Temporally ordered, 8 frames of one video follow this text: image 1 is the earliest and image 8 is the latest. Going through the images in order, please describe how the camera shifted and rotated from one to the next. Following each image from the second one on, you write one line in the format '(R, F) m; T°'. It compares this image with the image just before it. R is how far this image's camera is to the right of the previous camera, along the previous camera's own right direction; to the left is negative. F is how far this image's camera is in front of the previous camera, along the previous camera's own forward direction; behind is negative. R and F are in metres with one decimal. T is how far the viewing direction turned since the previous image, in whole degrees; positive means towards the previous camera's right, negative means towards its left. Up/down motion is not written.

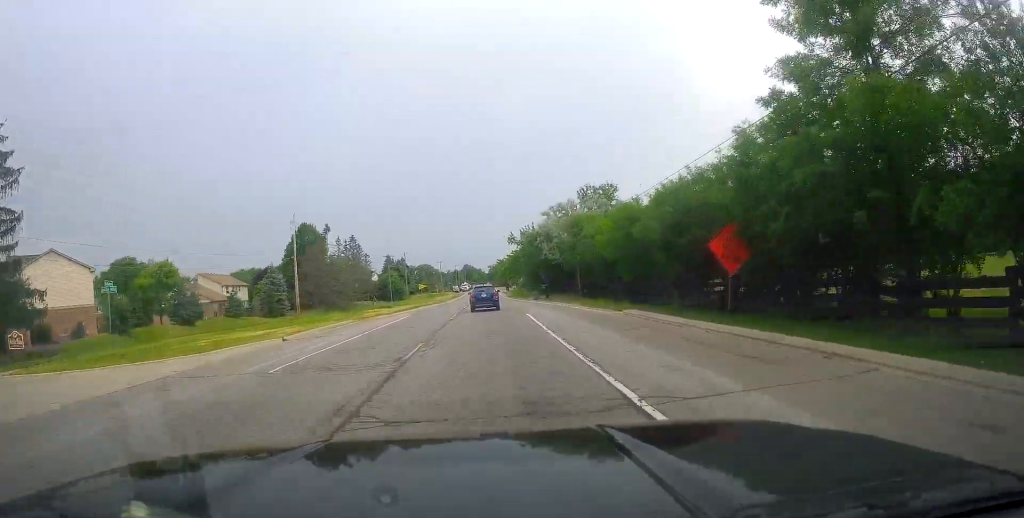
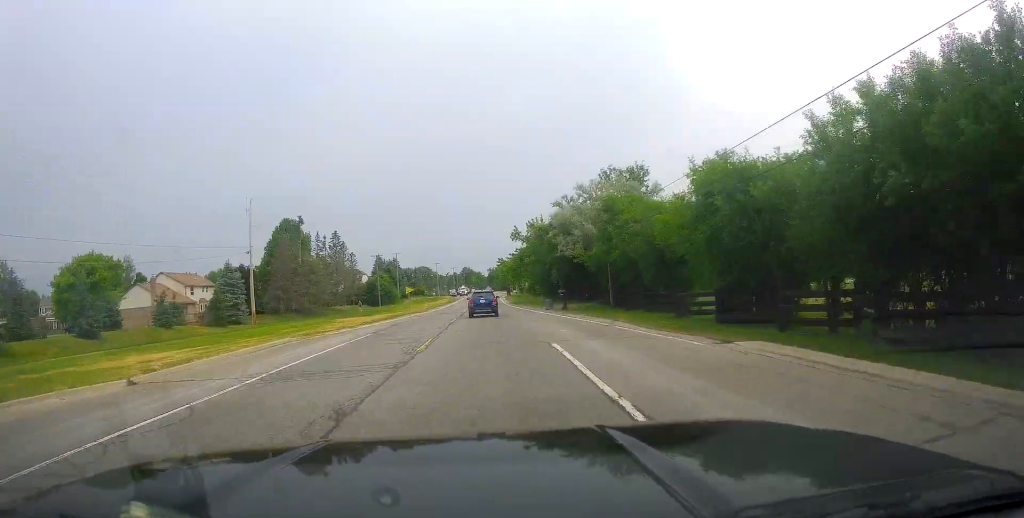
(-0.2, +13.0) m; 0°
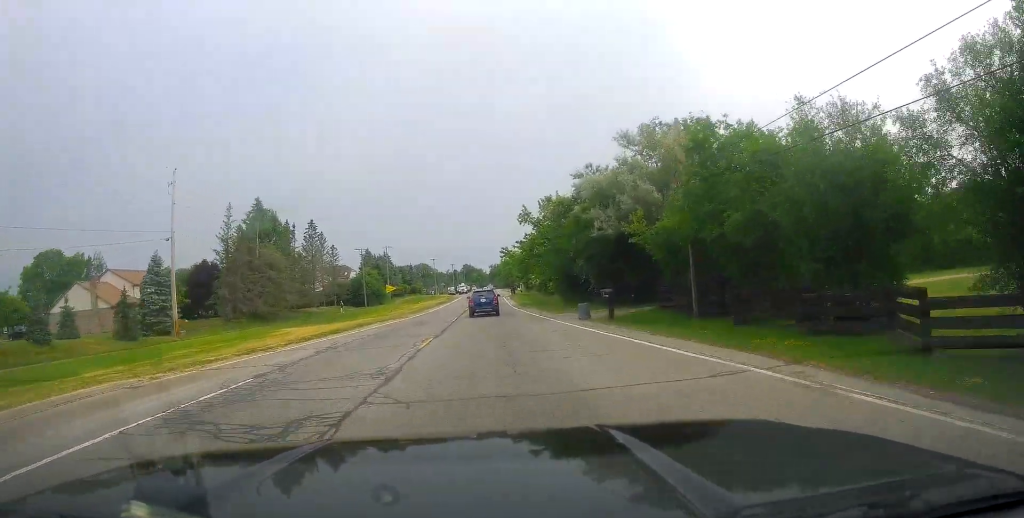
(0.0, +14.9) m; 0°
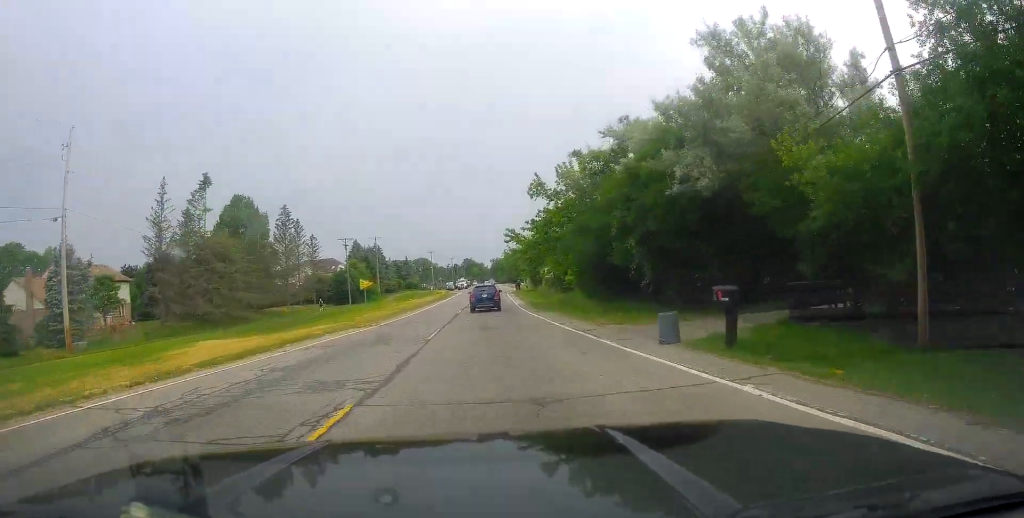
(+0.2, +12.5) m; -1°
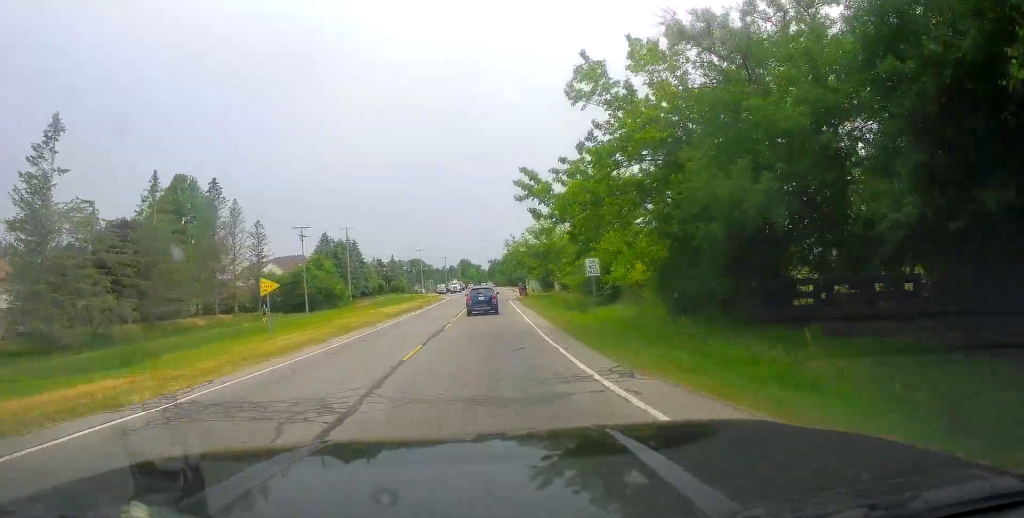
(-0.5, +20.9) m; 0°
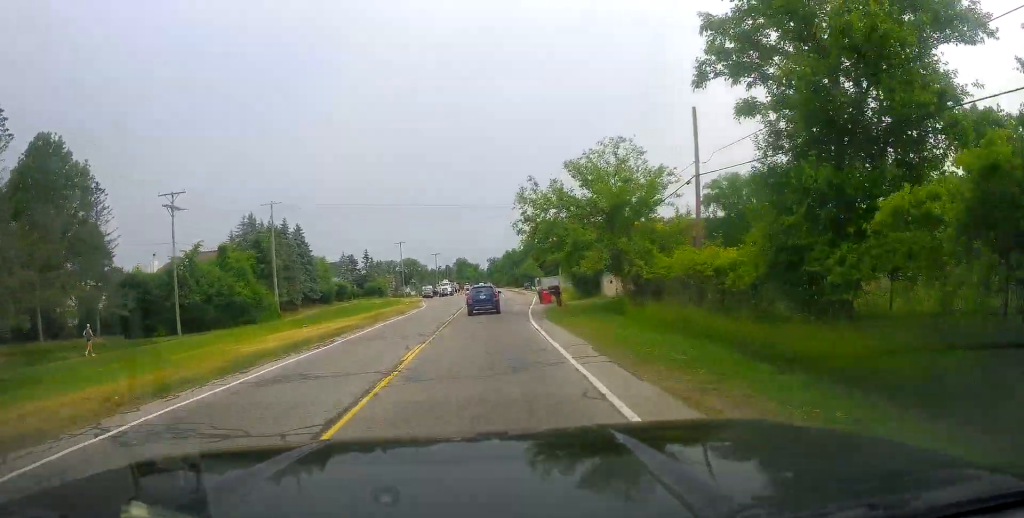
(+1.0, +31.2) m; 0°
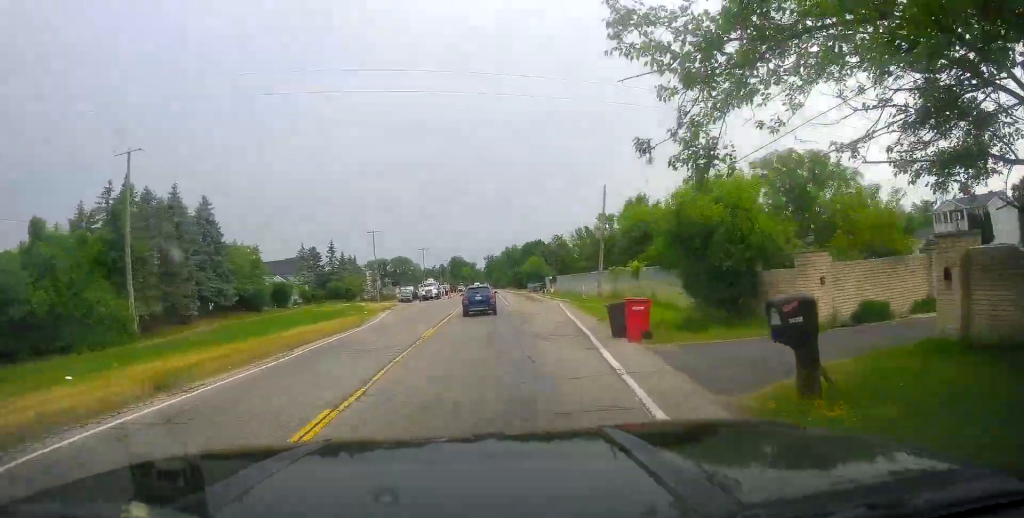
(-0.6, +25.3) m; 0°
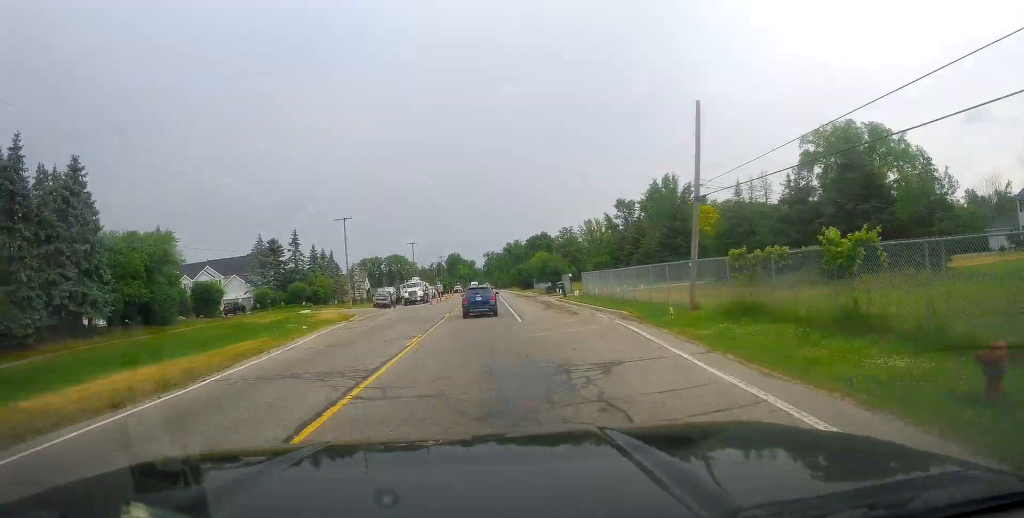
(+0.5, +18.4) m; +1°
